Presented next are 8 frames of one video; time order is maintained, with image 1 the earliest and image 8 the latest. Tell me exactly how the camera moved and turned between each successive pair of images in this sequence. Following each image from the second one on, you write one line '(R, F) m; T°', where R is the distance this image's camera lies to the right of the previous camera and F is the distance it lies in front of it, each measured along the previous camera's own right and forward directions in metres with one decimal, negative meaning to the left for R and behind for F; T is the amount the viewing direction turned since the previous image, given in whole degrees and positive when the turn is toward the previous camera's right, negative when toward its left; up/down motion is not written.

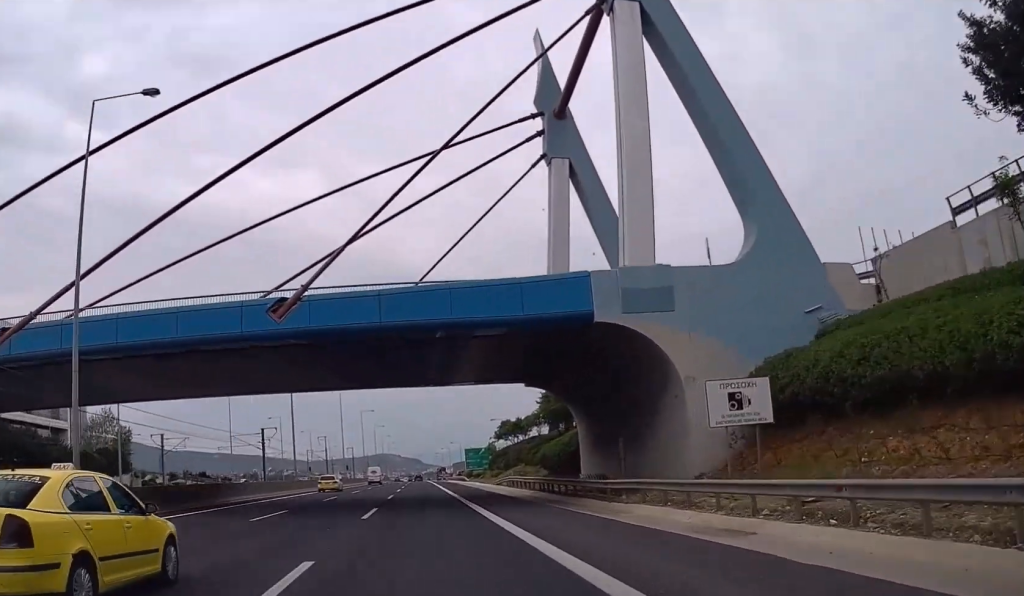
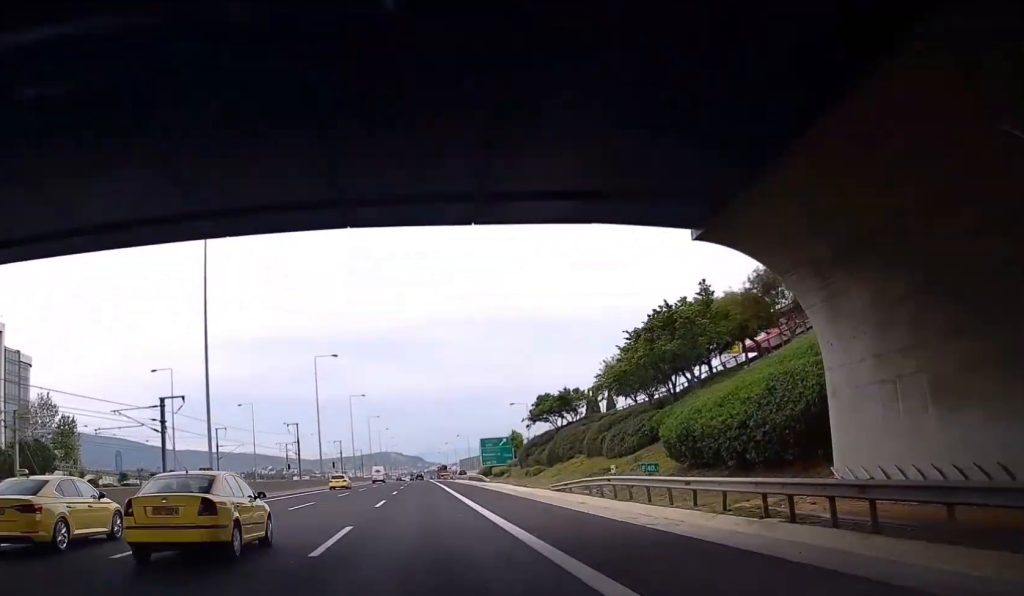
(+0.1, +28.9) m; 0°
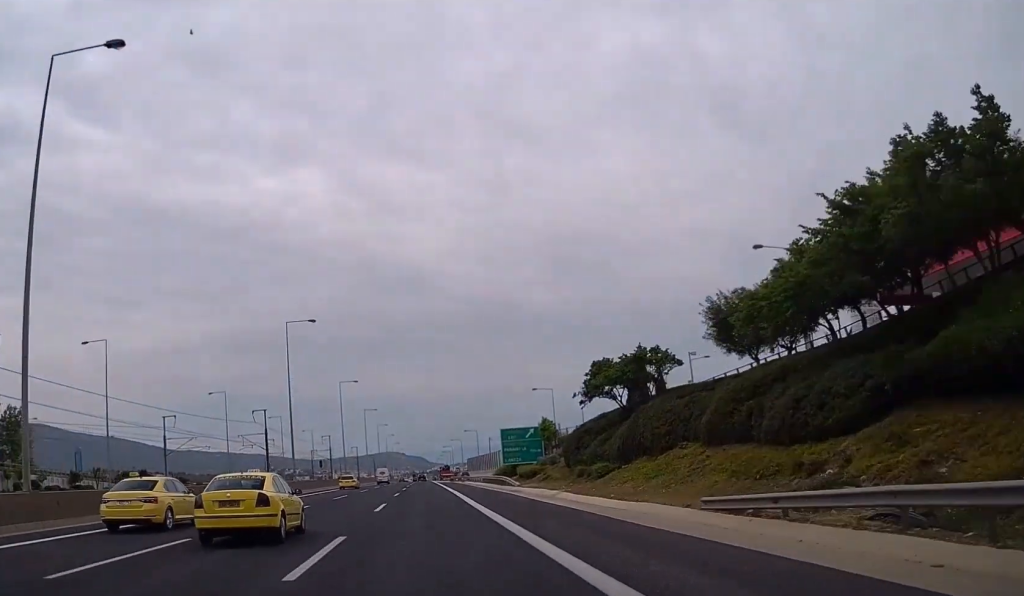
(0.0, +21.6) m; 0°
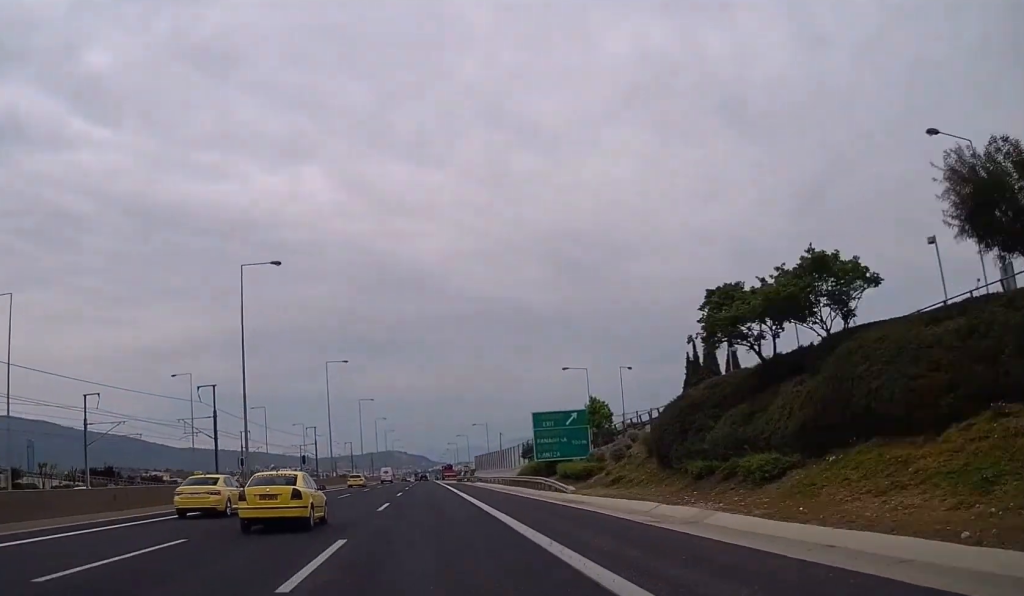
(0.0, +18.0) m; 0°
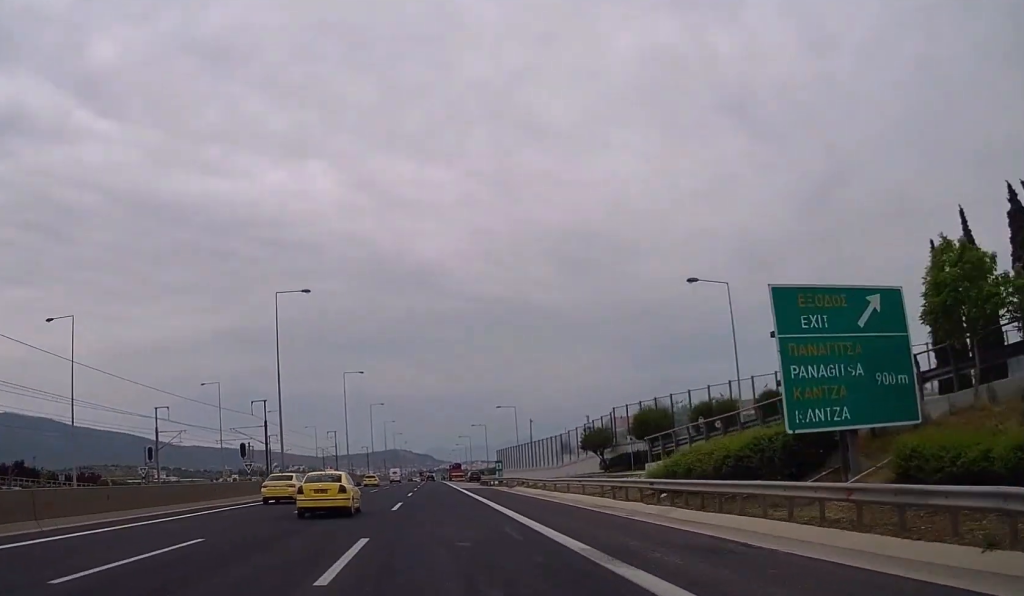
(-0.1, +37.9) m; 0°
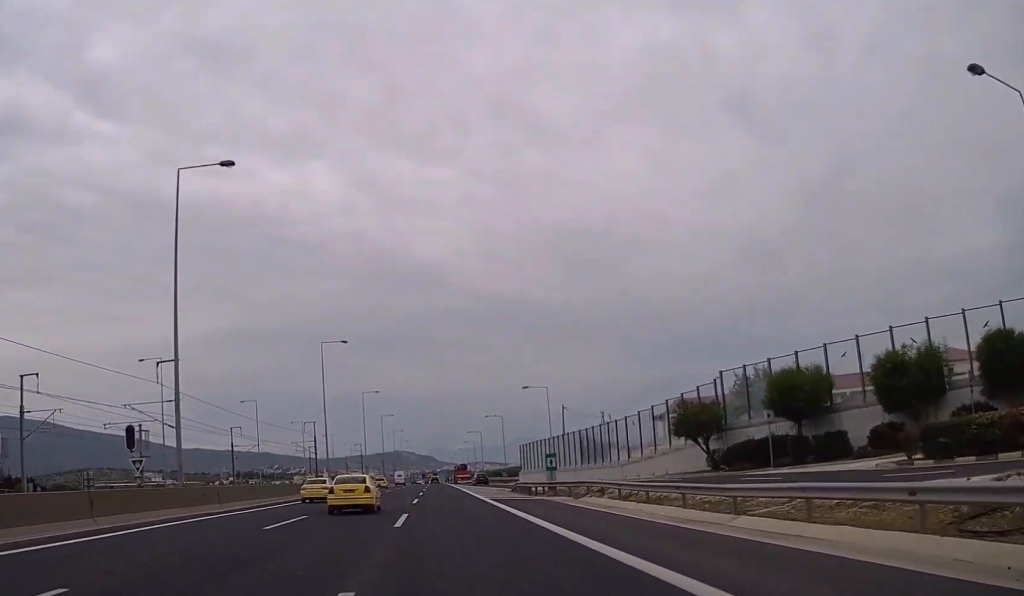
(0.0, +25.3) m; 0°
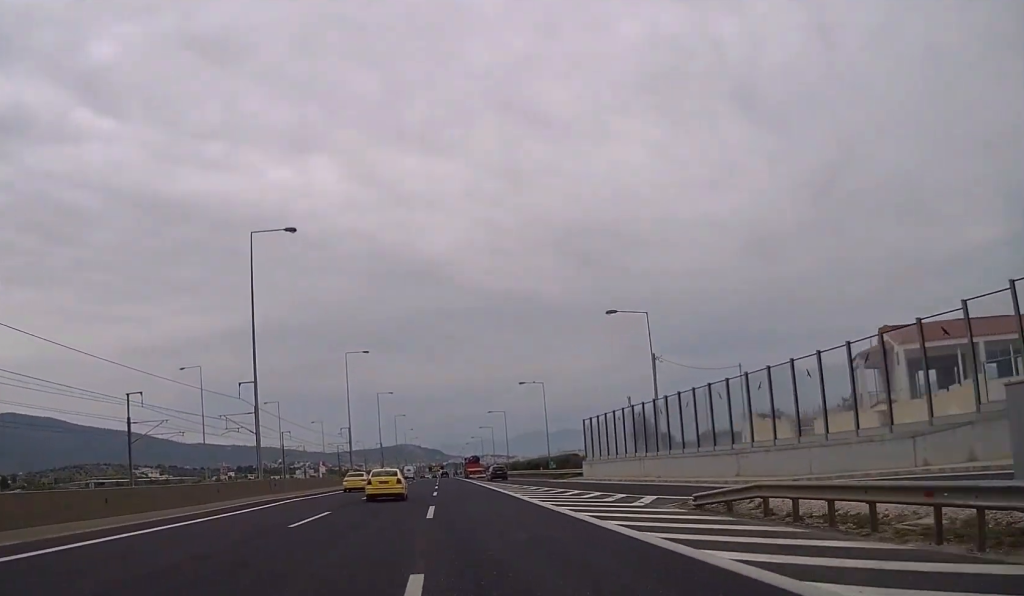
(0.0, +35.3) m; -1°
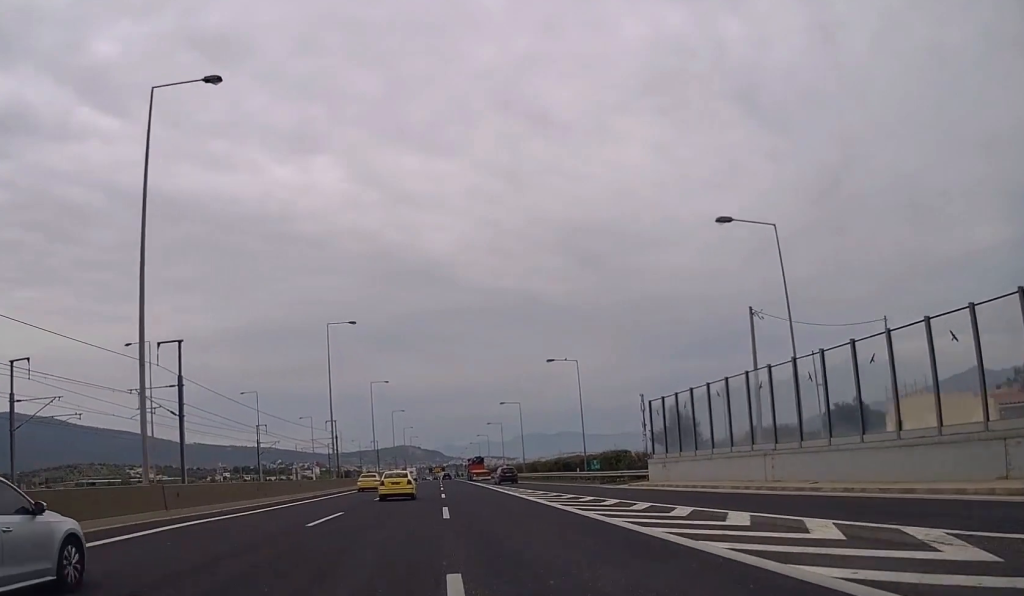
(-0.2, +18.1) m; 0°
